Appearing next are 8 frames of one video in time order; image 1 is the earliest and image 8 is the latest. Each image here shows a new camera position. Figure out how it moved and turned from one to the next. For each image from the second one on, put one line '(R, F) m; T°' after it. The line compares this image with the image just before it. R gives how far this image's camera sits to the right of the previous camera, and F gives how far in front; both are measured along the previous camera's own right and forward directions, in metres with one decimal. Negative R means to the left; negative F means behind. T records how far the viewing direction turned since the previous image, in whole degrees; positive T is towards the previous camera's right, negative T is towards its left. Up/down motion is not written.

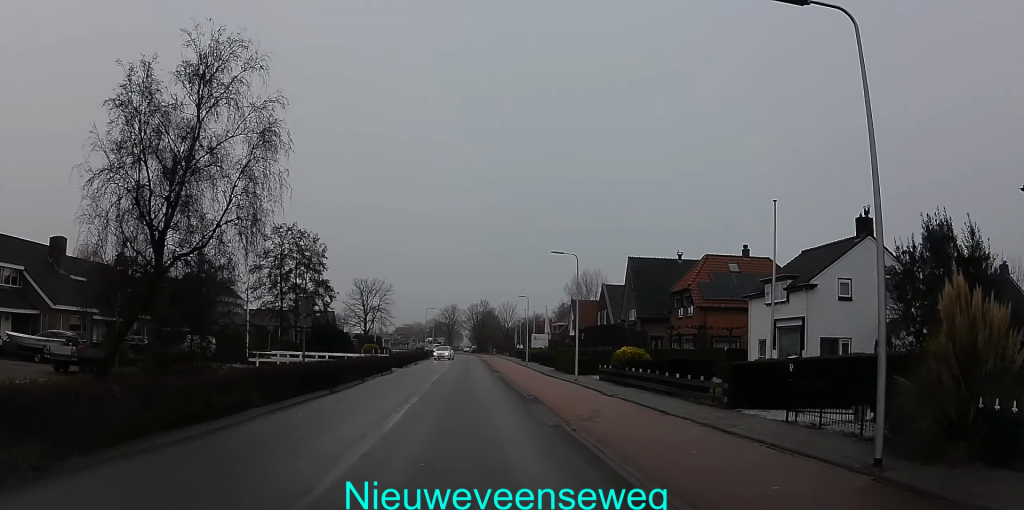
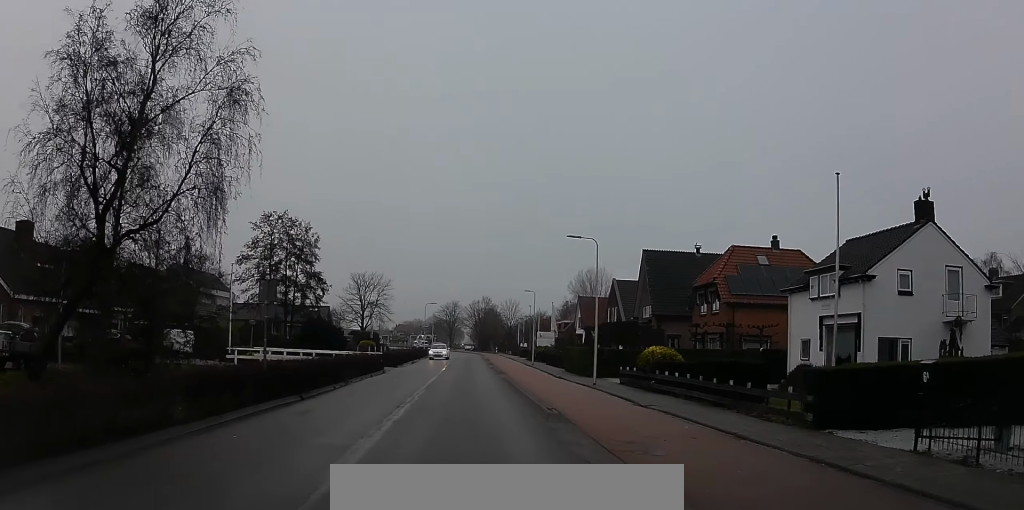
(0.0, +4.9) m; 0°
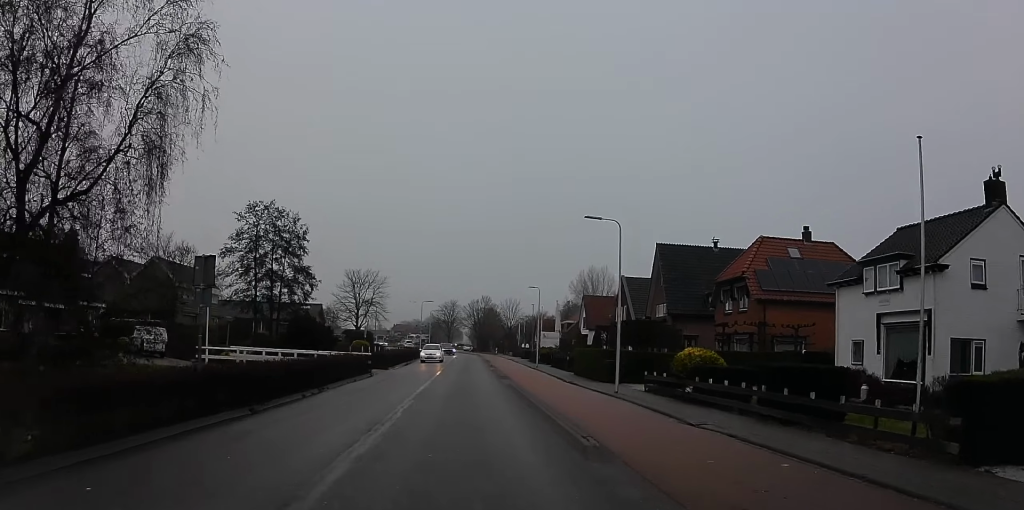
(0.0, +4.7) m; 0°
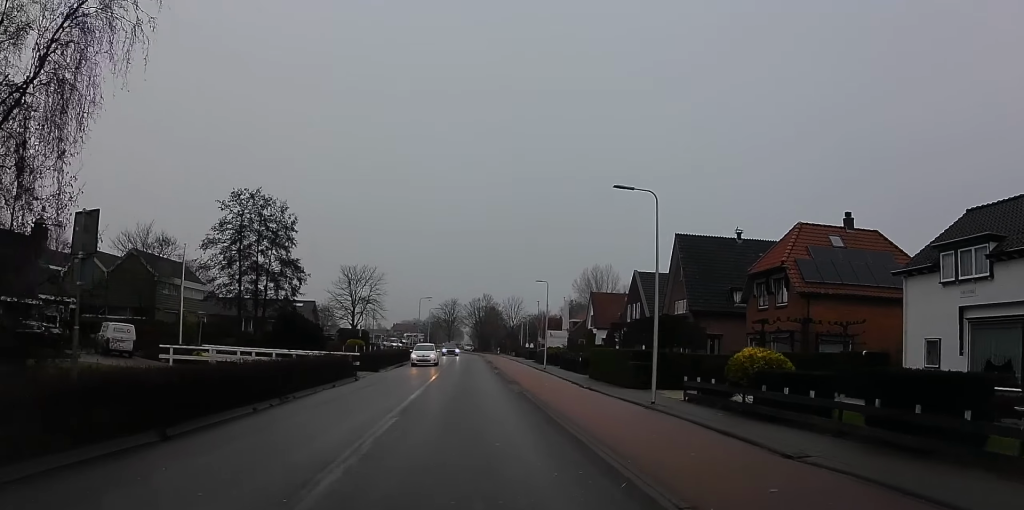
(0.0, +4.9) m; 0°
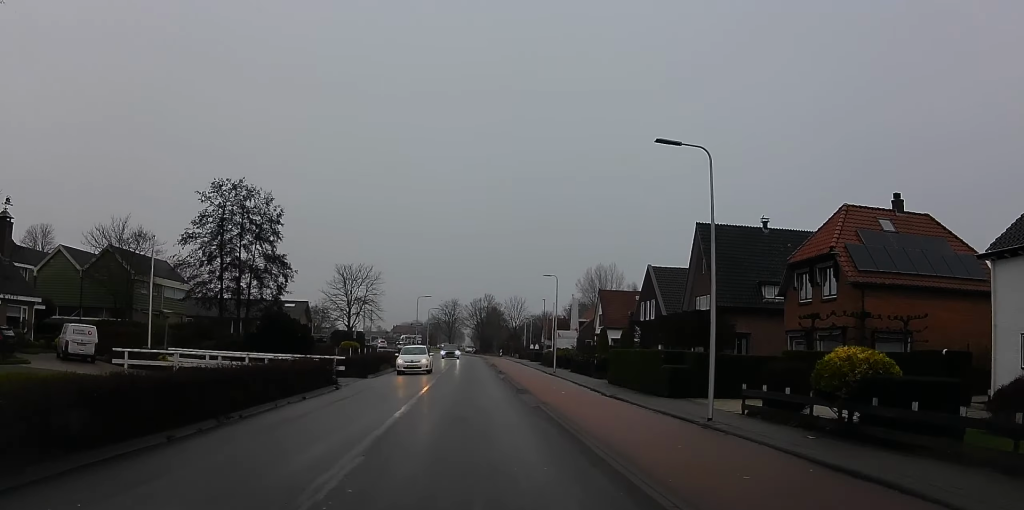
(0.0, +4.7) m; 0°
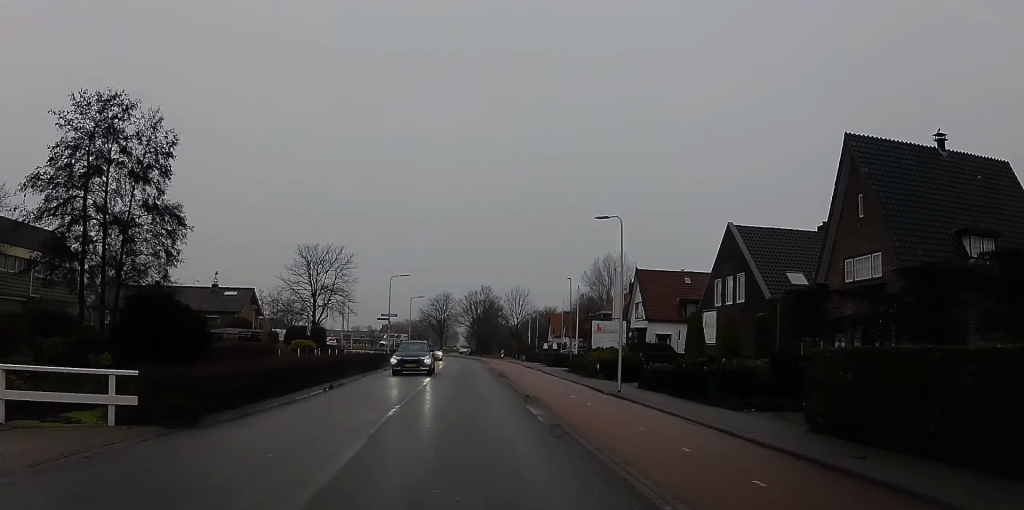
(-0.3, +21.1) m; -2°
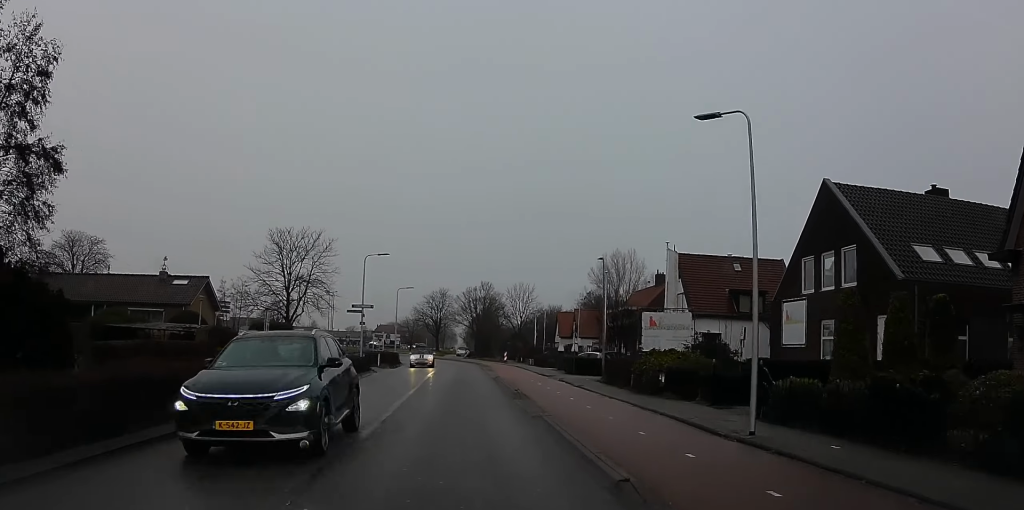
(-0.2, +12.2) m; -1°
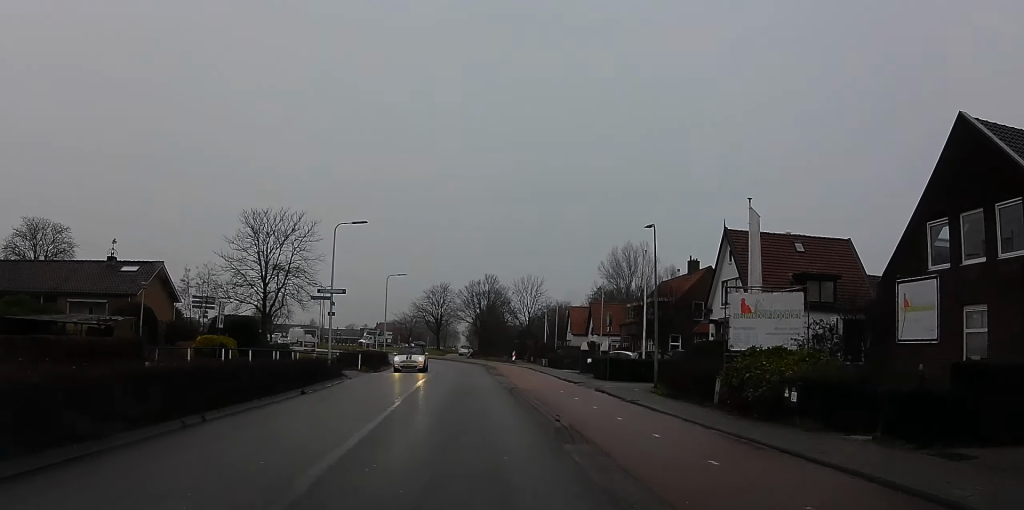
(-0.1, +10.0) m; 0°
